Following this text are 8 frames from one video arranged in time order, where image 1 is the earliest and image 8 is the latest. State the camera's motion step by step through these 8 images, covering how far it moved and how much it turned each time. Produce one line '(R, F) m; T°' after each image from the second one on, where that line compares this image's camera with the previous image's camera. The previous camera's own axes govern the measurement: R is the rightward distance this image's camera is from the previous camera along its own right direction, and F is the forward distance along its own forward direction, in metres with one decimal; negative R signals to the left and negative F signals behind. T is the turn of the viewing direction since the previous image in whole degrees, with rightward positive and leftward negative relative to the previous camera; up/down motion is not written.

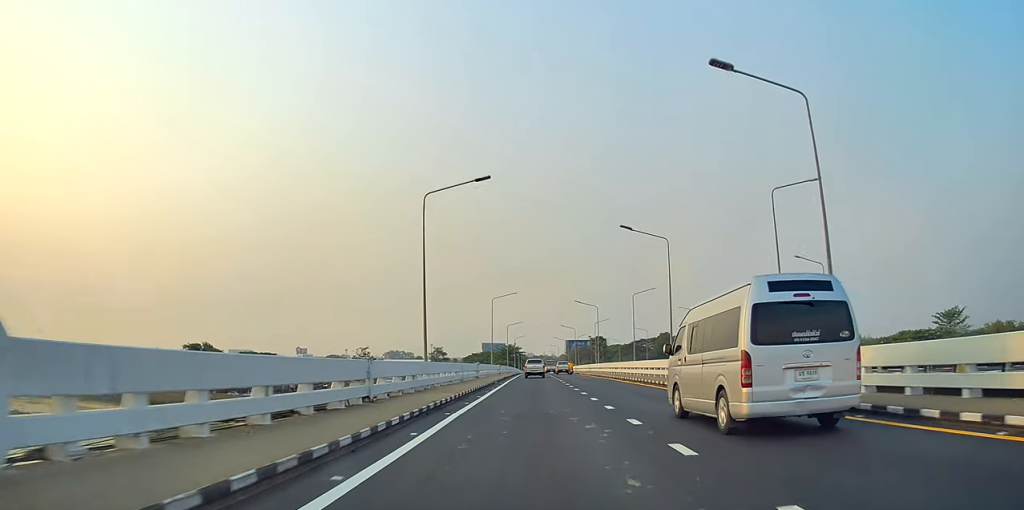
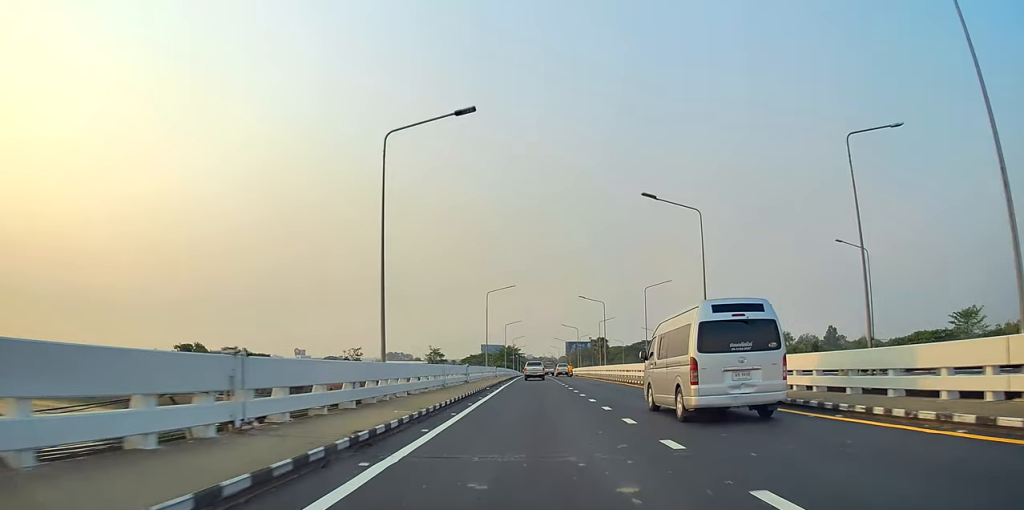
(+0.5, +7.0) m; 0°
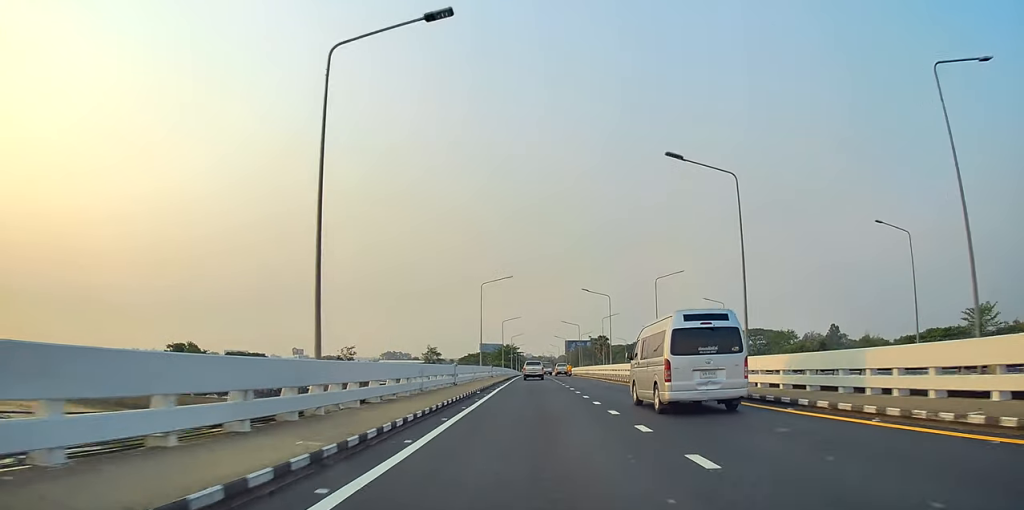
(-0.4, +5.3) m; 0°
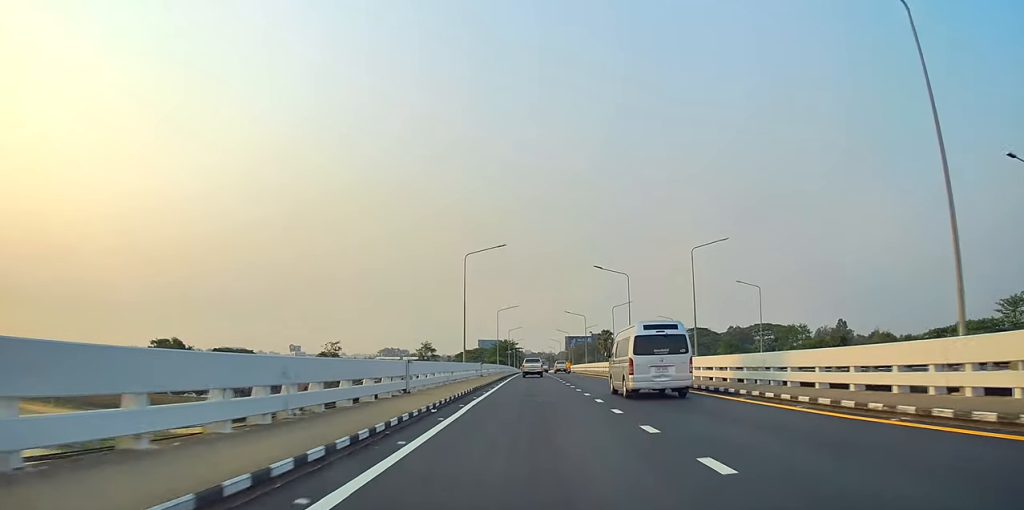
(-0.2, +12.4) m; +1°
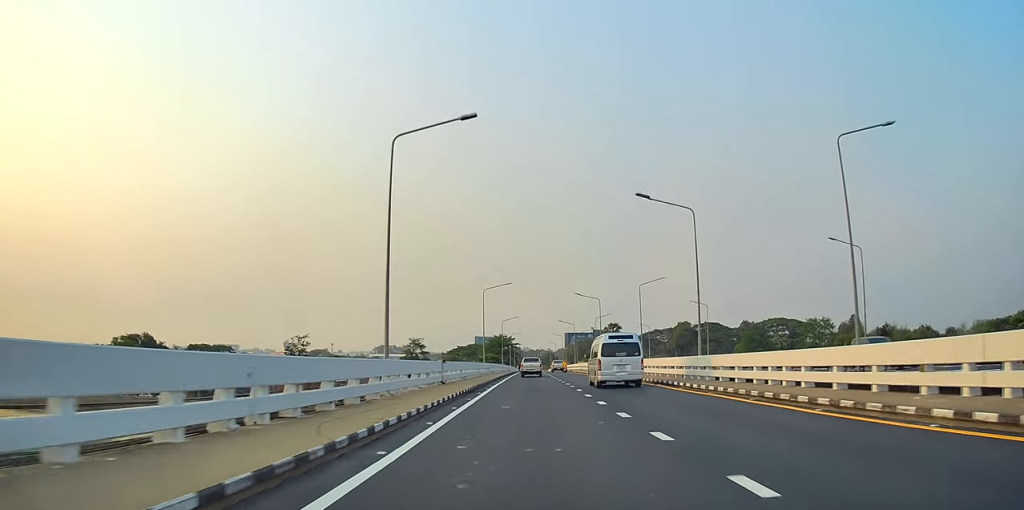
(+0.8, +20.9) m; -1°
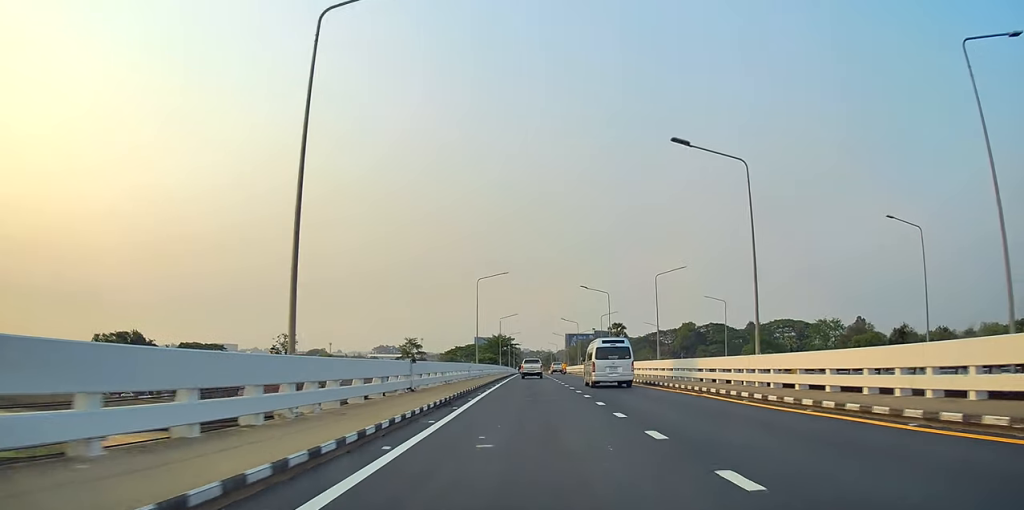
(-0.5, +7.4) m; 0°
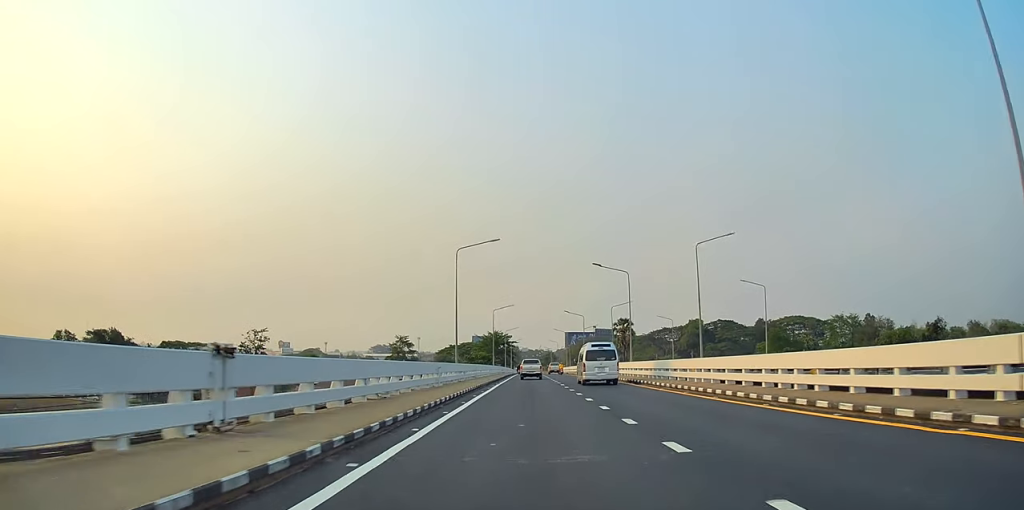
(+0.1, +12.9) m; 0°
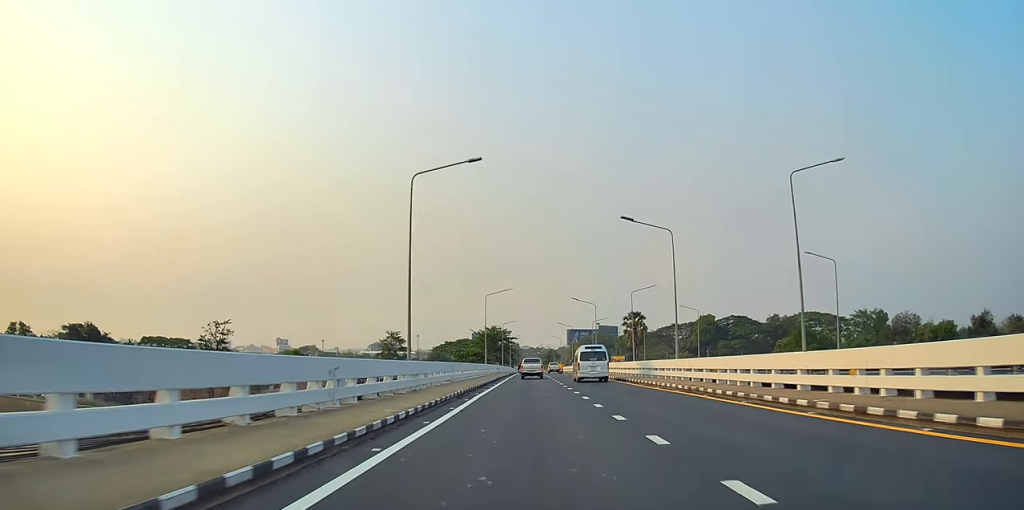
(-0.2, +14.9) m; 0°
